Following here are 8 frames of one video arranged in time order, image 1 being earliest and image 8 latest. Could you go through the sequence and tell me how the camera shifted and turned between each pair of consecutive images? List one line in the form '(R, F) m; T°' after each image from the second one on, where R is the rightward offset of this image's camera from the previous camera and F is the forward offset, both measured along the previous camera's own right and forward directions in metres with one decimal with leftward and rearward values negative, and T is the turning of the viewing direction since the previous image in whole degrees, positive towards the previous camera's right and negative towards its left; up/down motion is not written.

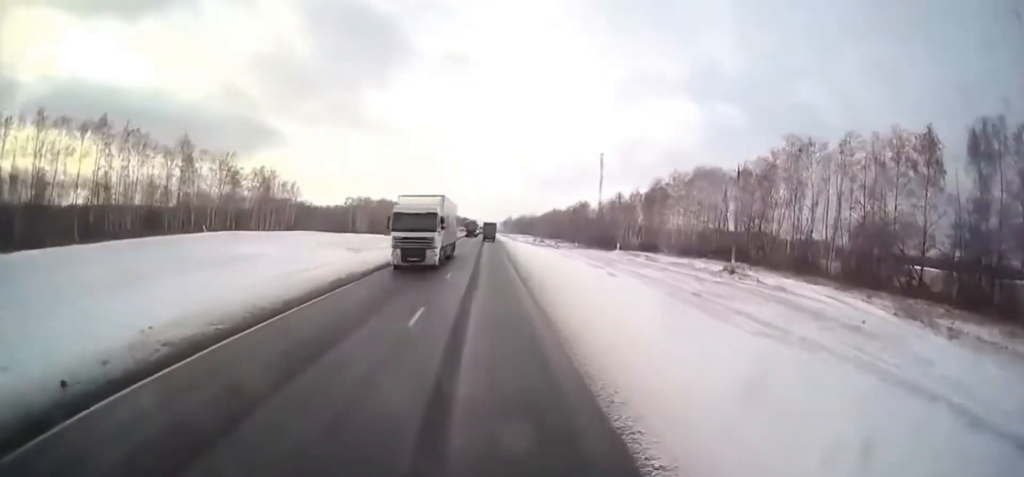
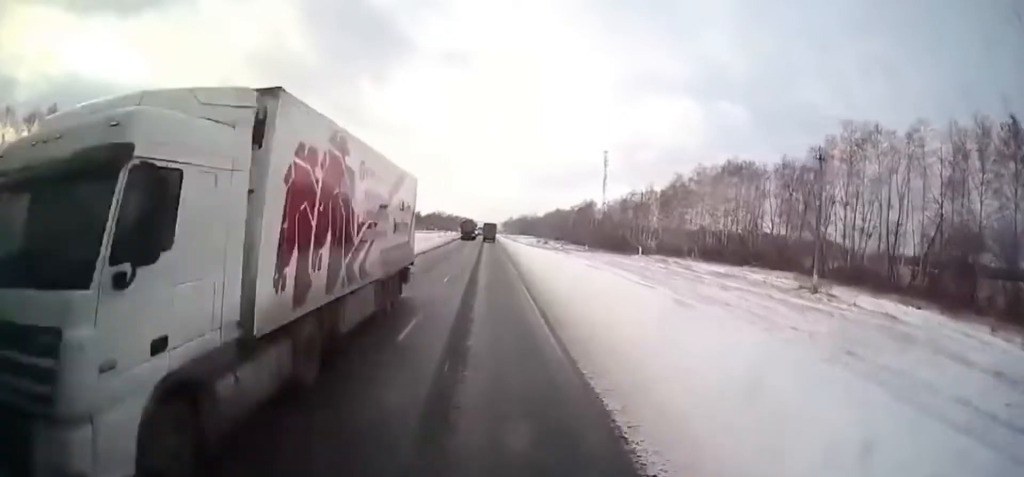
(0.0, +12.9) m; 0°
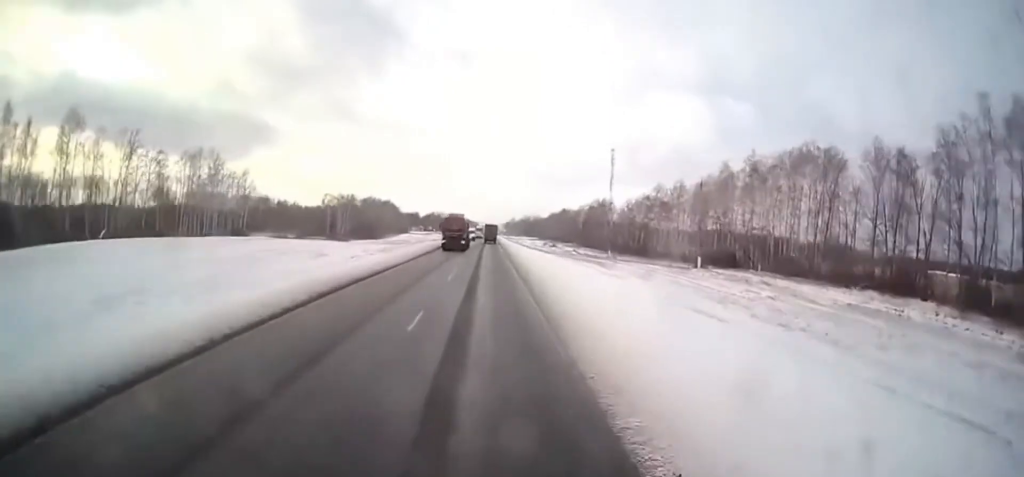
(0.0, +23.4) m; 0°
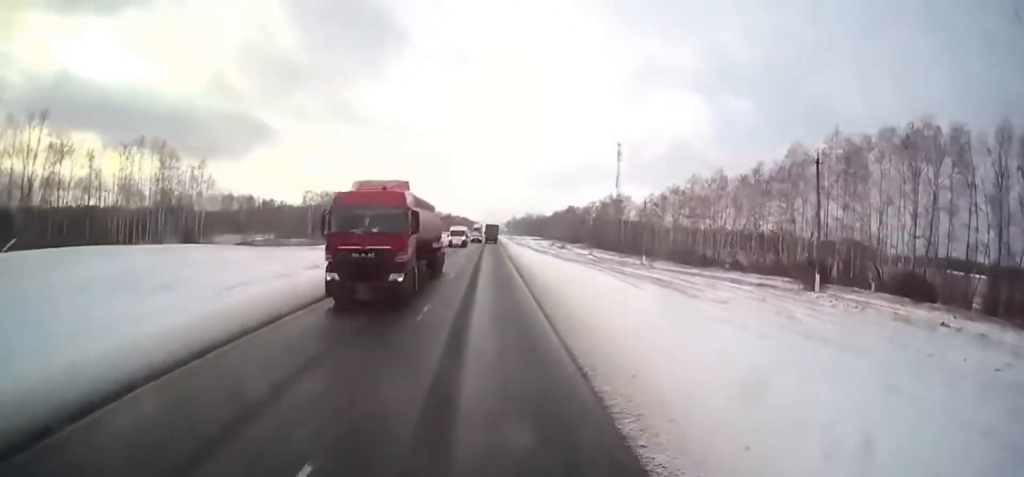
(0.0, +21.8) m; 0°
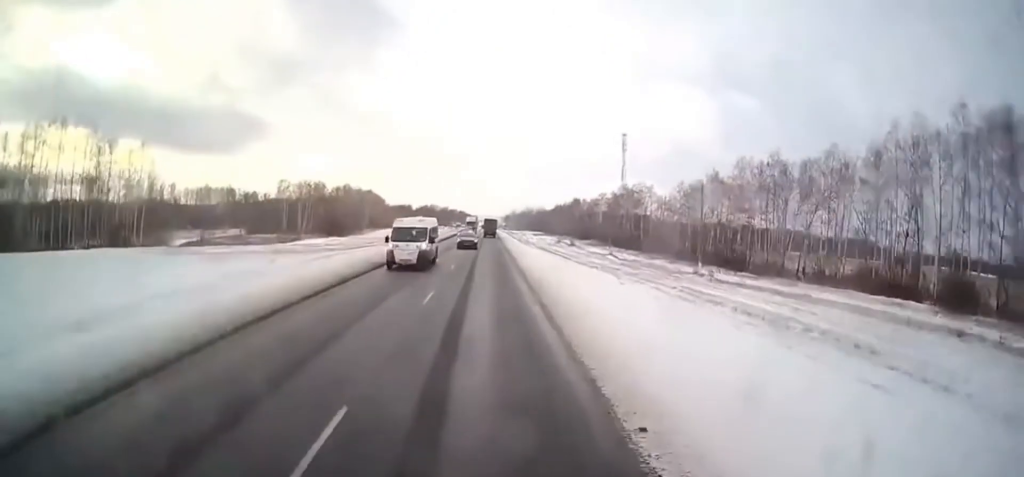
(0.0, +22.2) m; 0°
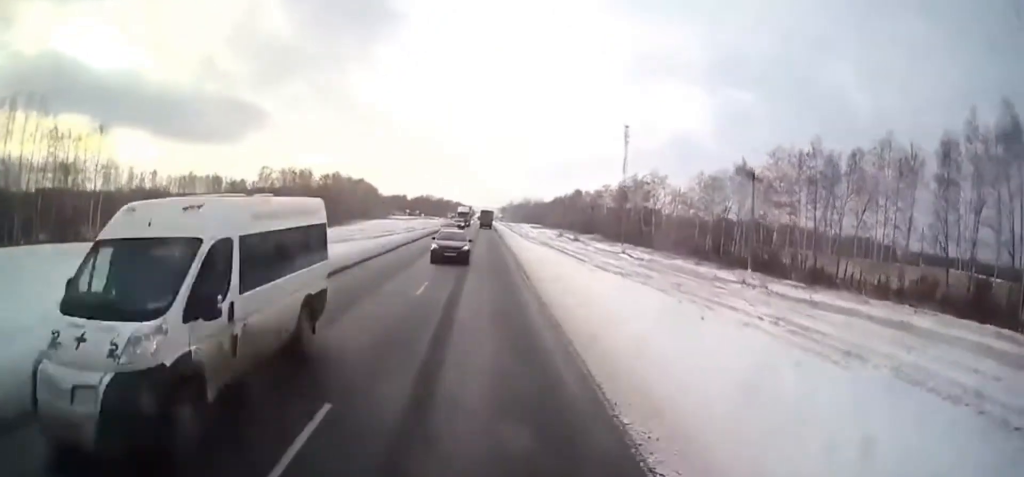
(0.0, +12.9) m; +1°
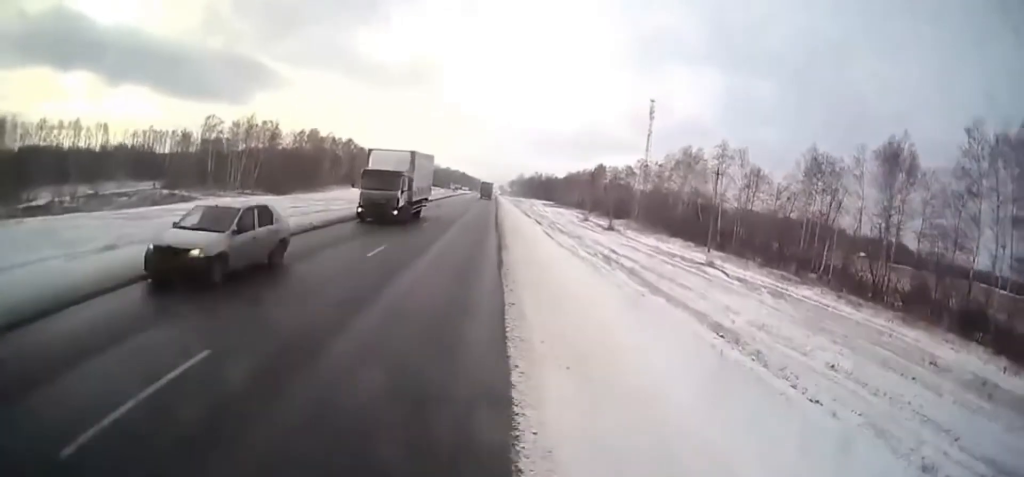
(+0.9, +39.8) m; +1°
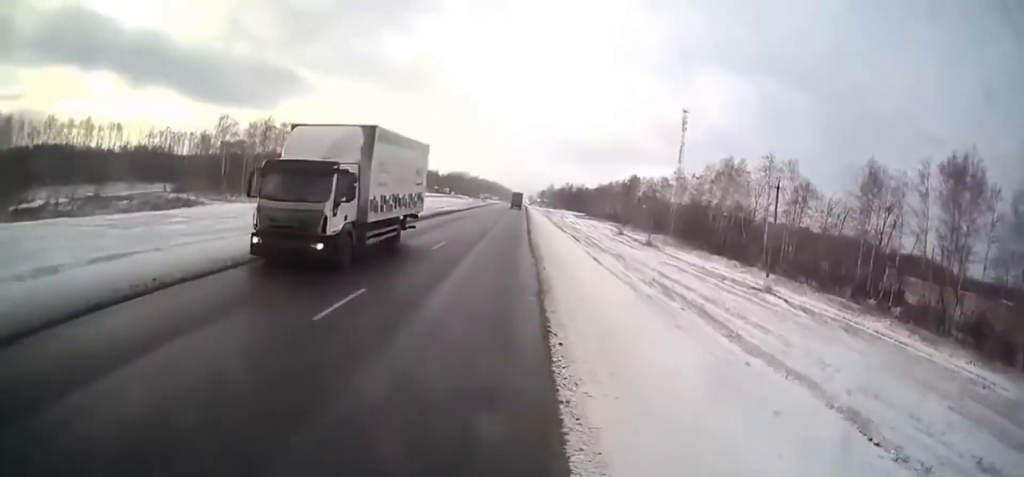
(+0.1, +8.7) m; -1°
